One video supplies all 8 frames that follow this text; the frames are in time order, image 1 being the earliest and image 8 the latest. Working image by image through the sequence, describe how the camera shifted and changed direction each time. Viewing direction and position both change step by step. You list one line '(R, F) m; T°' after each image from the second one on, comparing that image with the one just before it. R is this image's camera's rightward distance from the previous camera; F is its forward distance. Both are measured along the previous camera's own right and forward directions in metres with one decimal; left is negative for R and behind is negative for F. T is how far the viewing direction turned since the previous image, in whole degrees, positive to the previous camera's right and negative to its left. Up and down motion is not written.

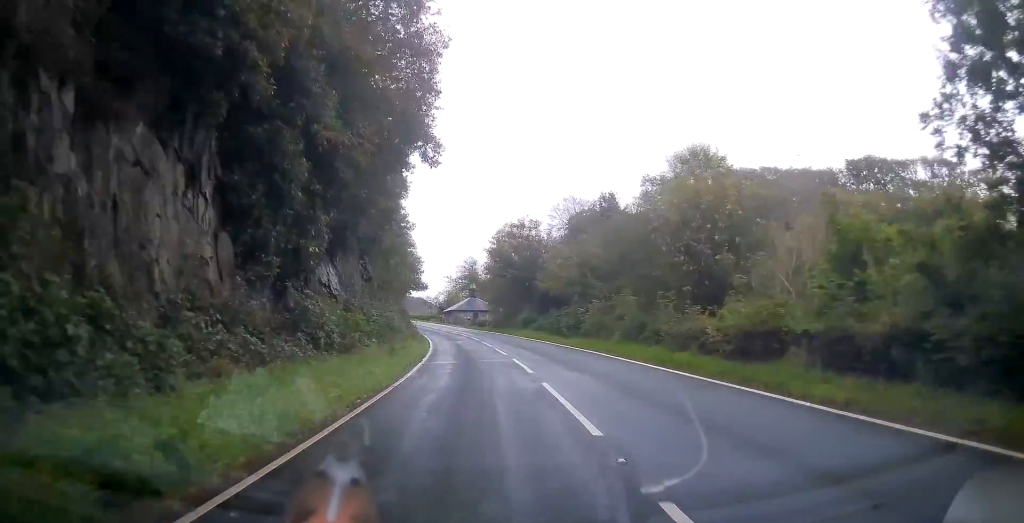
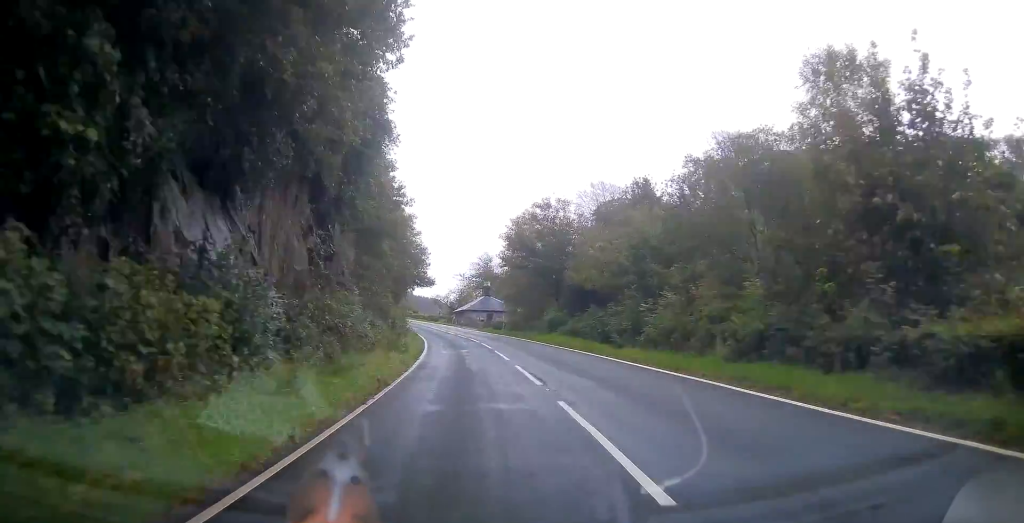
(-0.2, +11.4) m; -1°
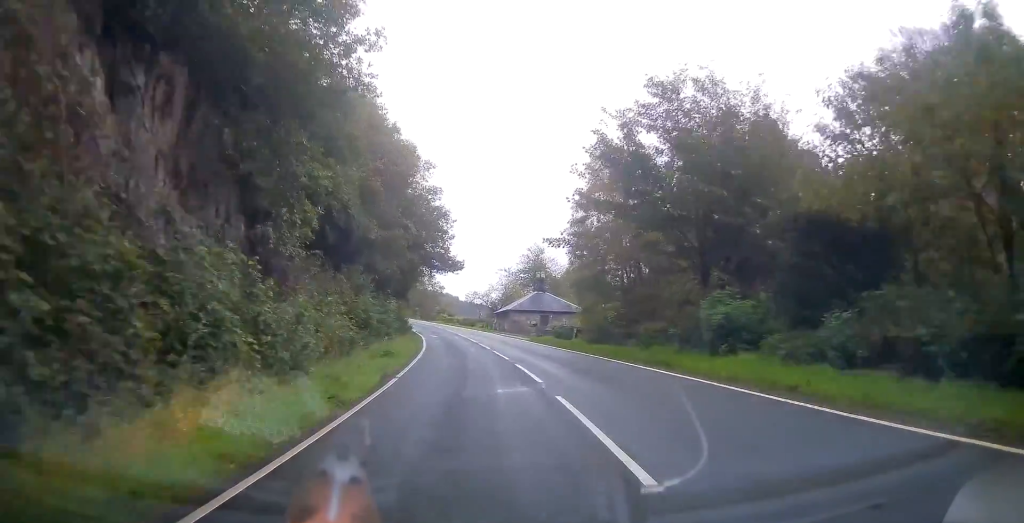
(-0.6, +26.0) m; -4°
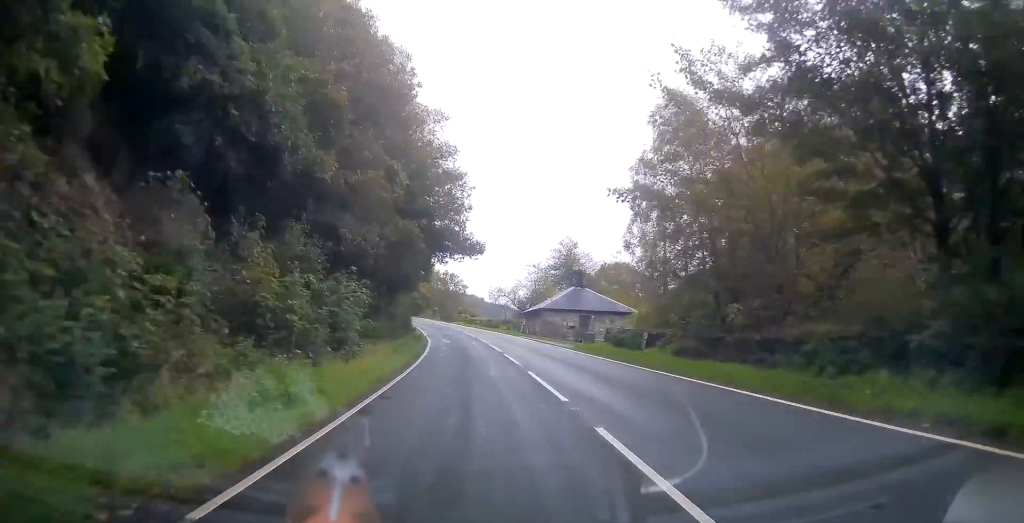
(-0.5, +11.9) m; -3°
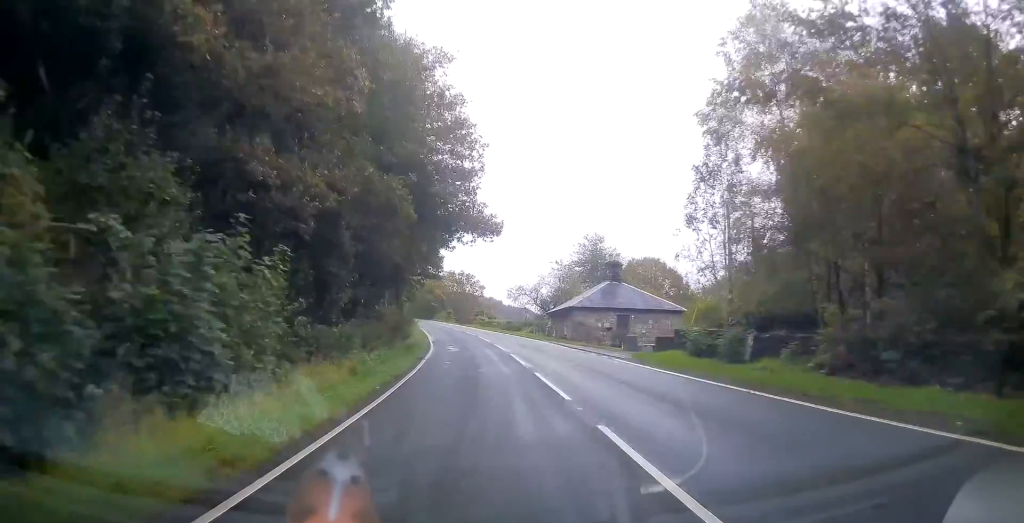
(-0.2, +9.0) m; -2°
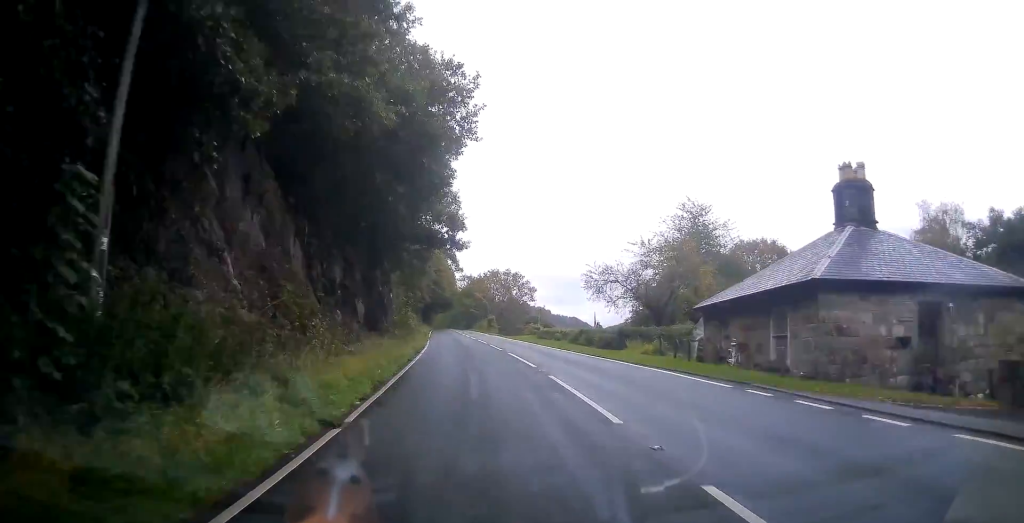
(-1.3, +29.1) m; -4°
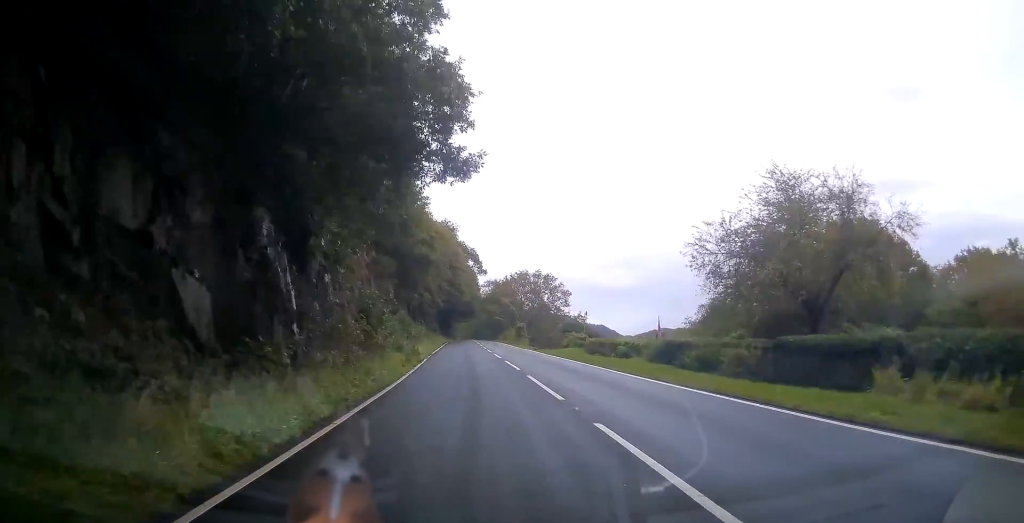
(-0.1, +16.9) m; -2°
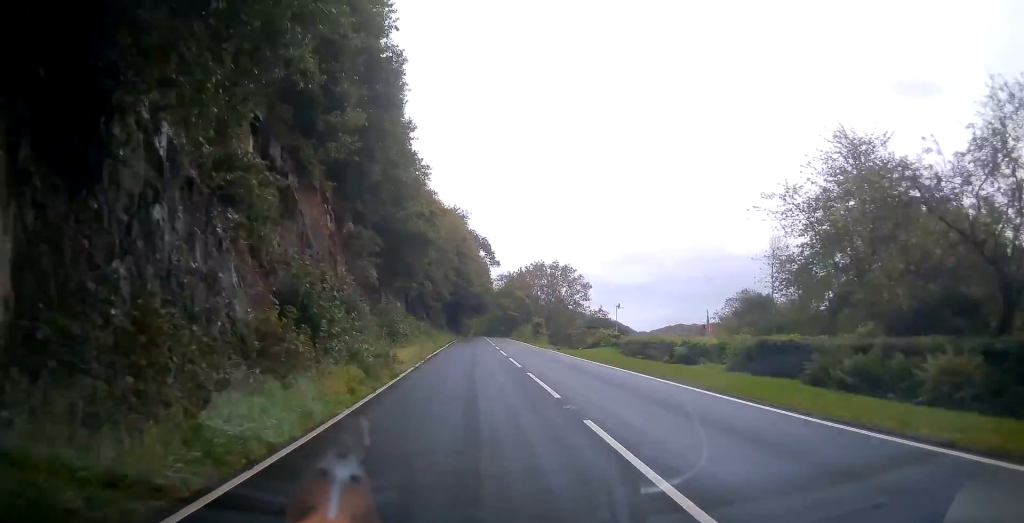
(0.0, +9.1) m; -1°
